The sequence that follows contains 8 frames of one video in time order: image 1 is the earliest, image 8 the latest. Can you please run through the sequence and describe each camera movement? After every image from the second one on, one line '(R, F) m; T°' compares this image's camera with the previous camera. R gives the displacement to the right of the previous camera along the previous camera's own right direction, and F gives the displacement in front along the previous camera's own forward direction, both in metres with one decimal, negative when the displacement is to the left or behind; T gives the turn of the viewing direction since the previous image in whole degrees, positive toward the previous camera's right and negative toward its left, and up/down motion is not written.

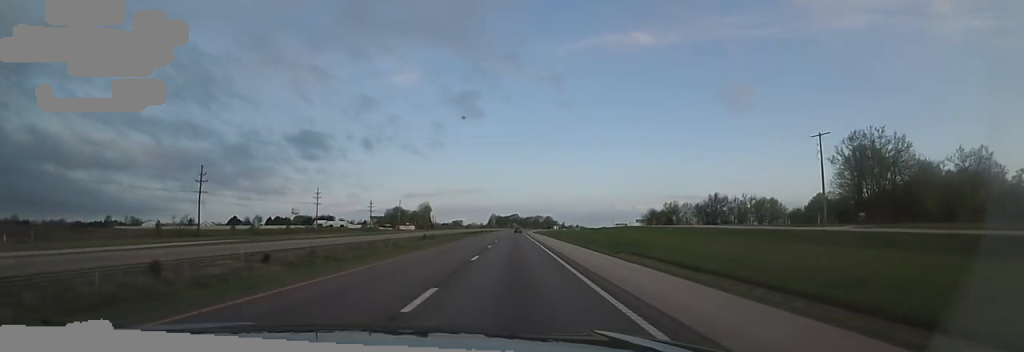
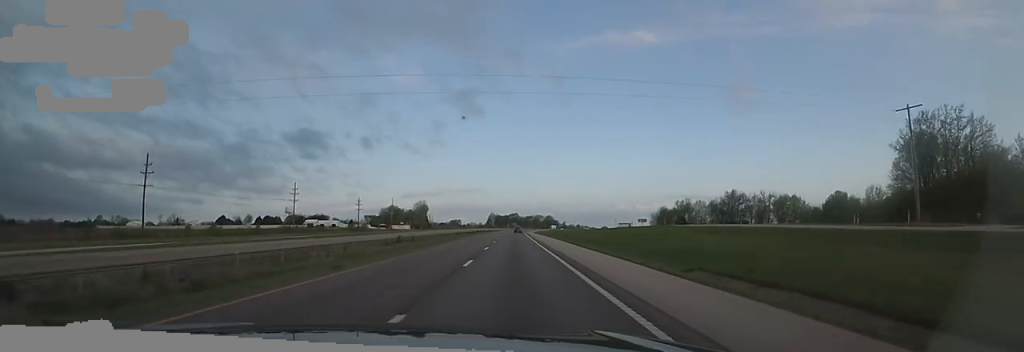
(-0.8, +15.9) m; -1°
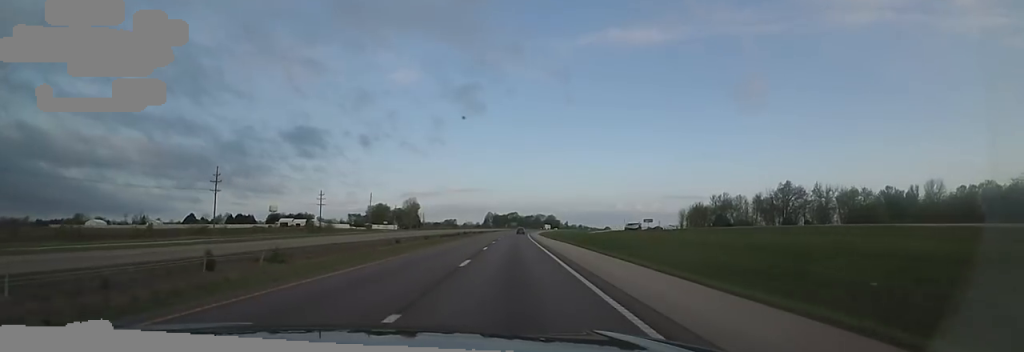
(-0.1, +37.9) m; +1°
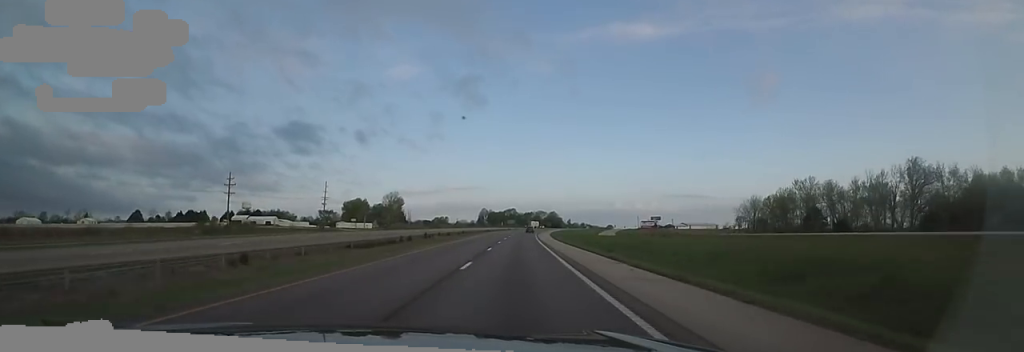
(+0.9, +51.1) m; +3°
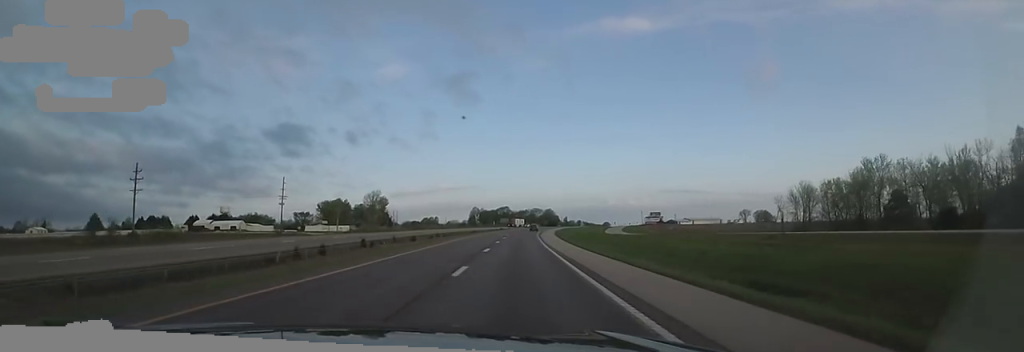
(+0.9, +27.2) m; 0°
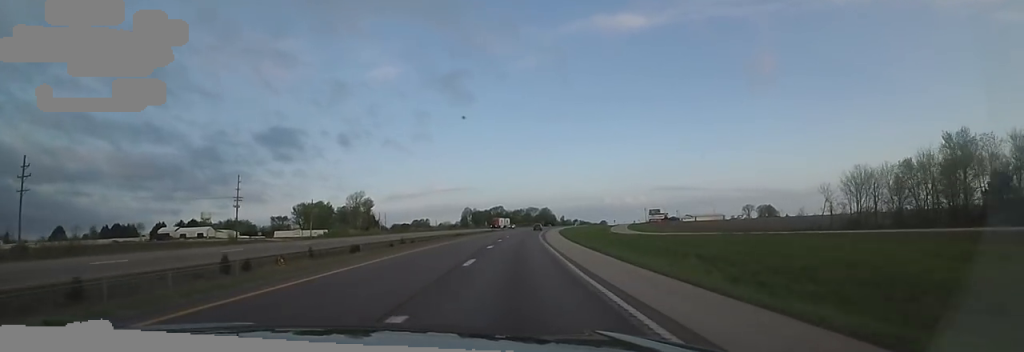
(-0.6, +20.9) m; 0°
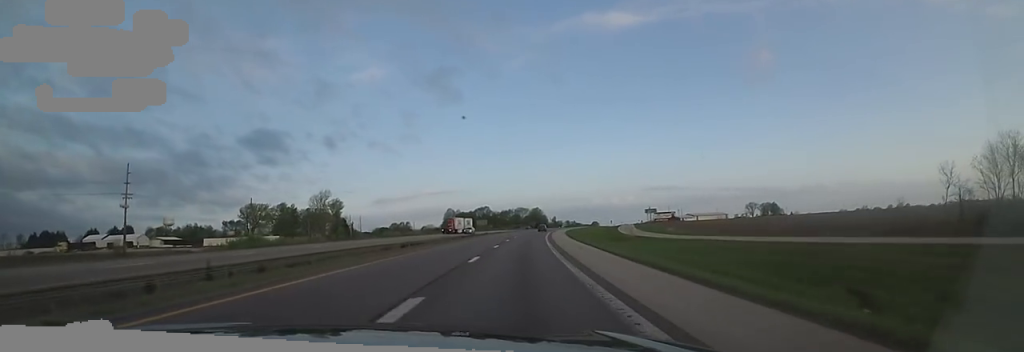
(+0.3, +34.3) m; 0°
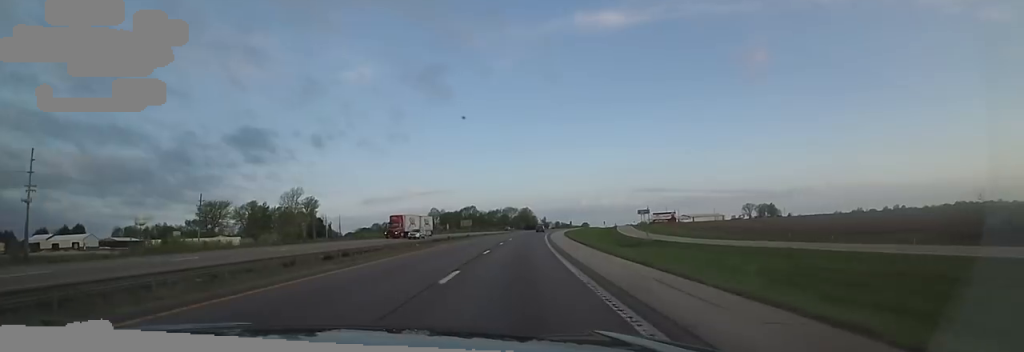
(+0.2, +19.0) m; +1°
